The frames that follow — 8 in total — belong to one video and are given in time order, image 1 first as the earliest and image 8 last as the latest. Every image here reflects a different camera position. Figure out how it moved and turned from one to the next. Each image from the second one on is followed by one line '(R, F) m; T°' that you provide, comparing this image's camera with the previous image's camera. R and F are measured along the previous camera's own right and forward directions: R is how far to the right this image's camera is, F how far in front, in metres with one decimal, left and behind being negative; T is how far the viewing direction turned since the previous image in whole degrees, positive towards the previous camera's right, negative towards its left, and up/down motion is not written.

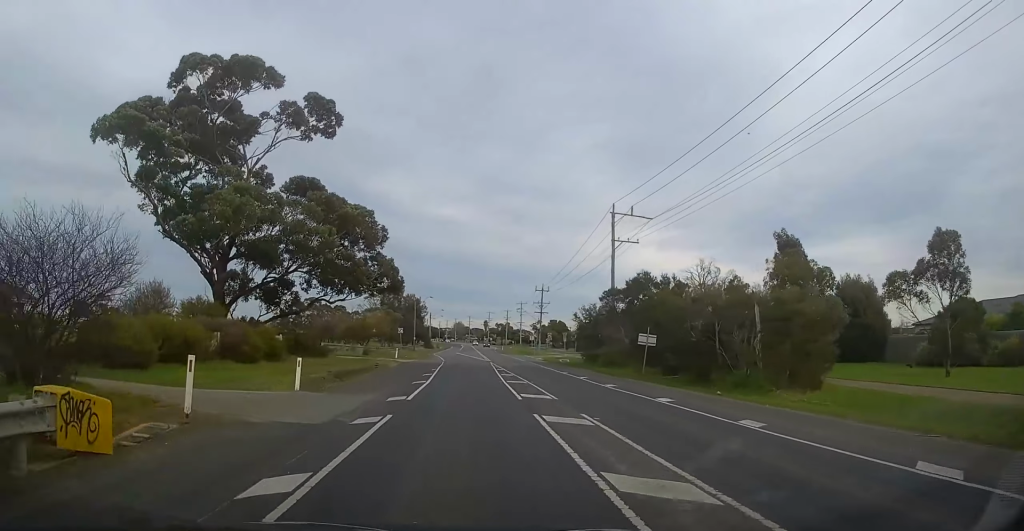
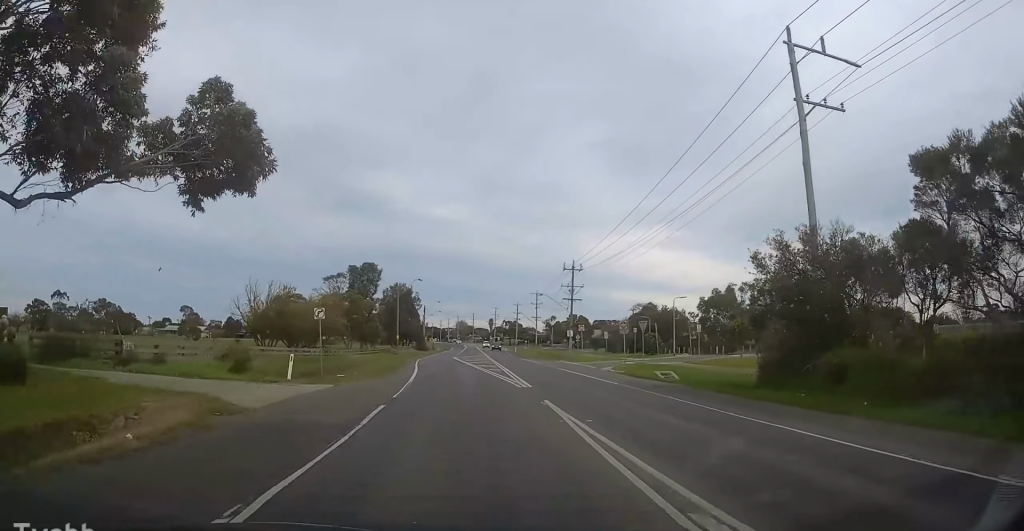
(+0.2, +35.7) m; +1°
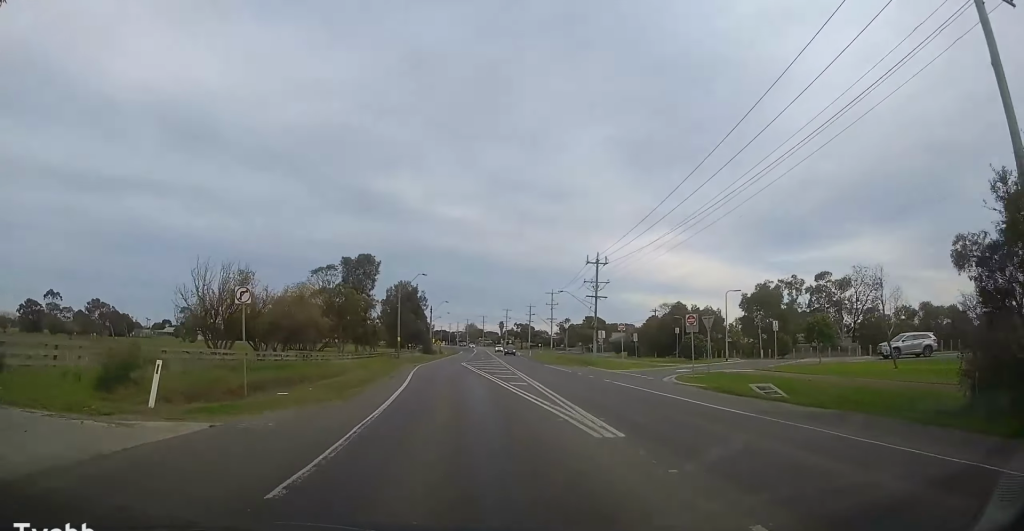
(0.0, +10.8) m; 0°
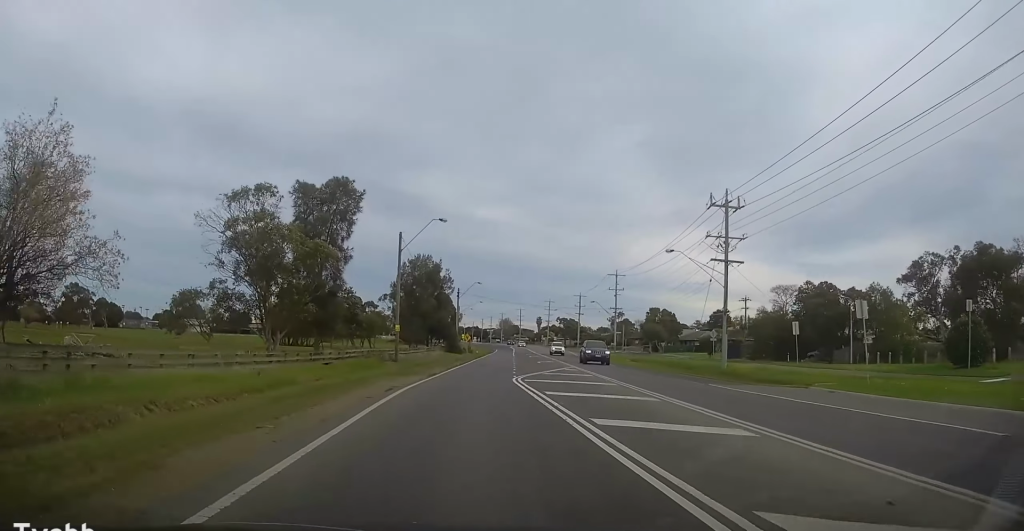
(-1.3, +33.3) m; -4°
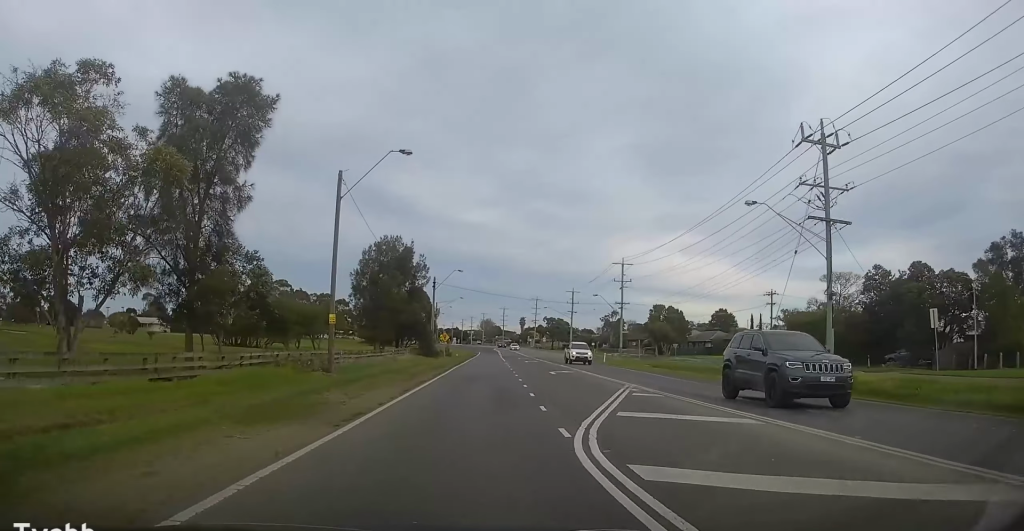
(-0.1, +17.7) m; +2°
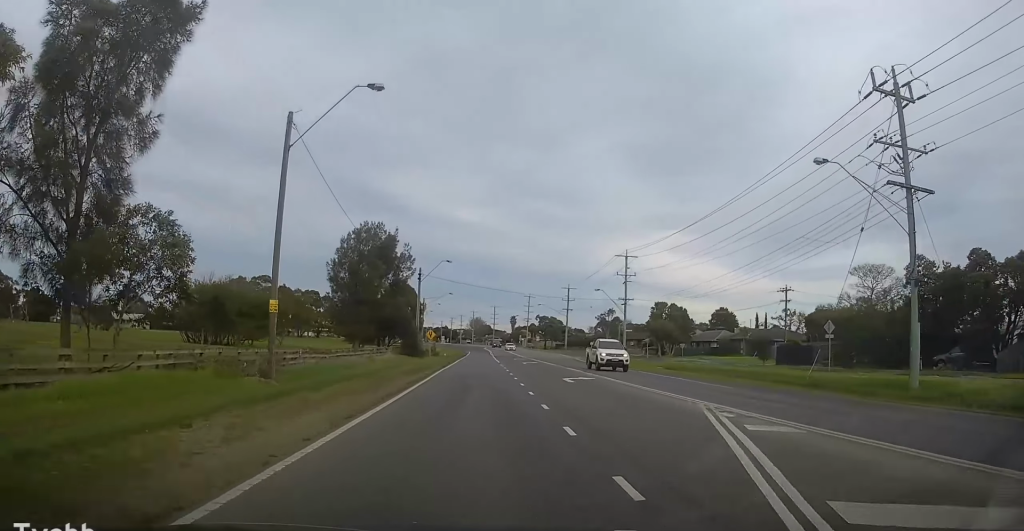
(+0.3, +8.1) m; +1°
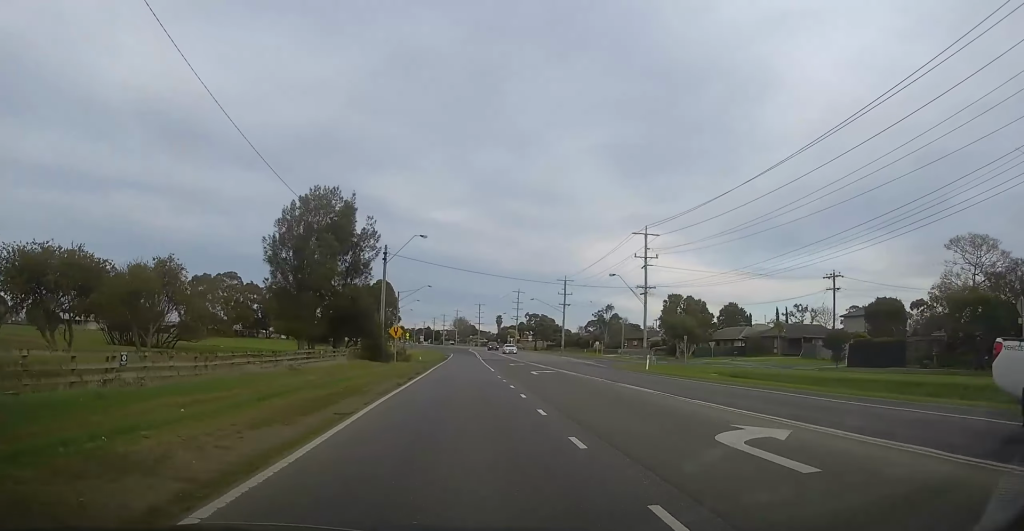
(+0.4, +16.9) m; +1°
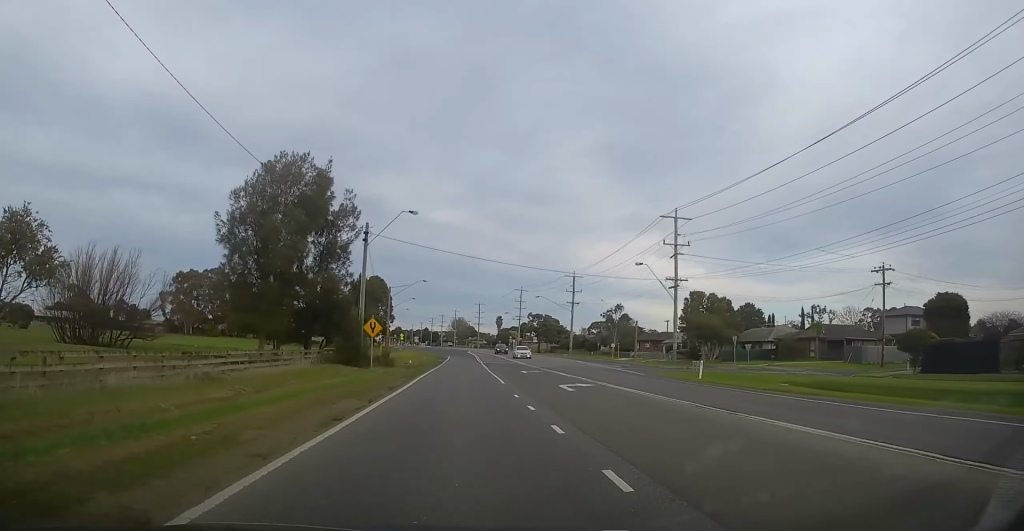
(0.0, +10.4) m; 0°
